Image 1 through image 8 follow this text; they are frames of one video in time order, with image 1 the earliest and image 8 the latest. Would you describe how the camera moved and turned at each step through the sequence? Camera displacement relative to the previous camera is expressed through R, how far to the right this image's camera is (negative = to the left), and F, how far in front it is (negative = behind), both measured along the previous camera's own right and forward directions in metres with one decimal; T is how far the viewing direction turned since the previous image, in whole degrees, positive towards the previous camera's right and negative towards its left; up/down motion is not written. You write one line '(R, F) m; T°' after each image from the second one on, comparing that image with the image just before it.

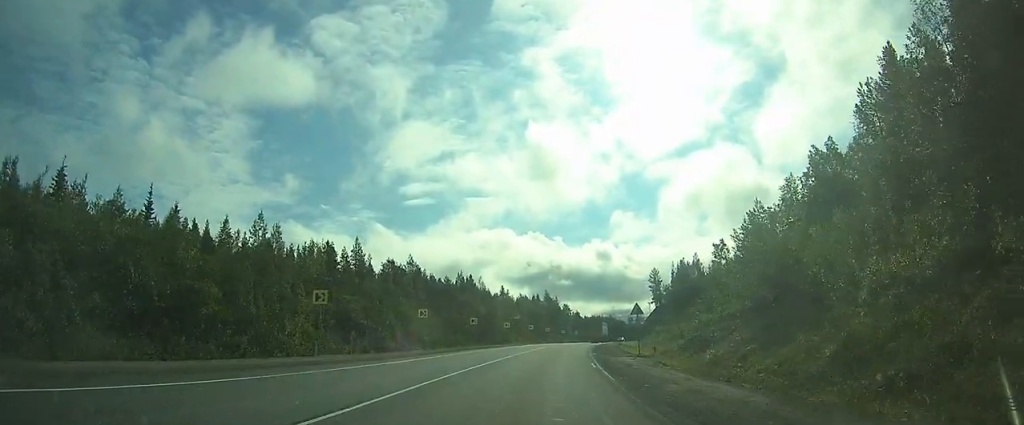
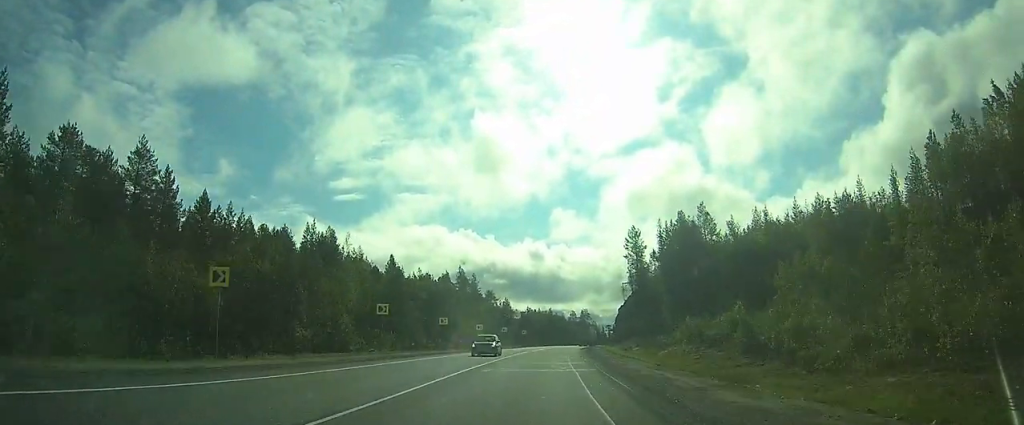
(+3.5, +69.5) m; +11°
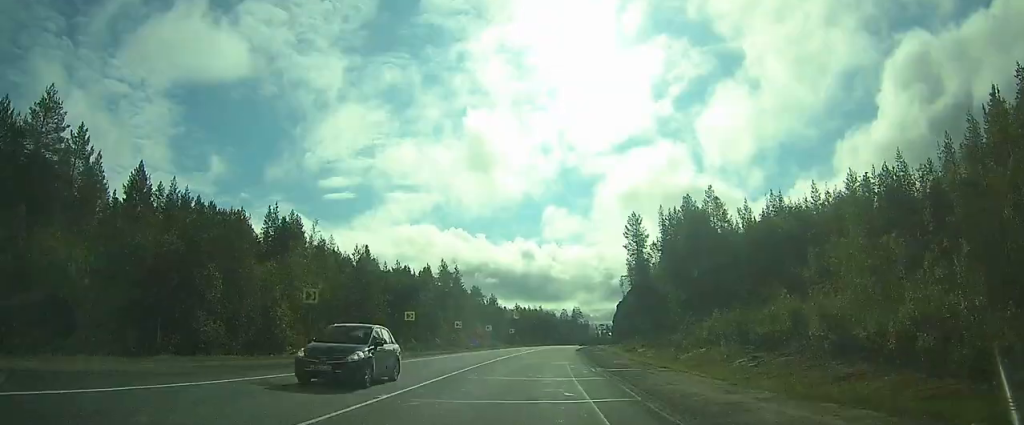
(+0.7, +13.8) m; +3°
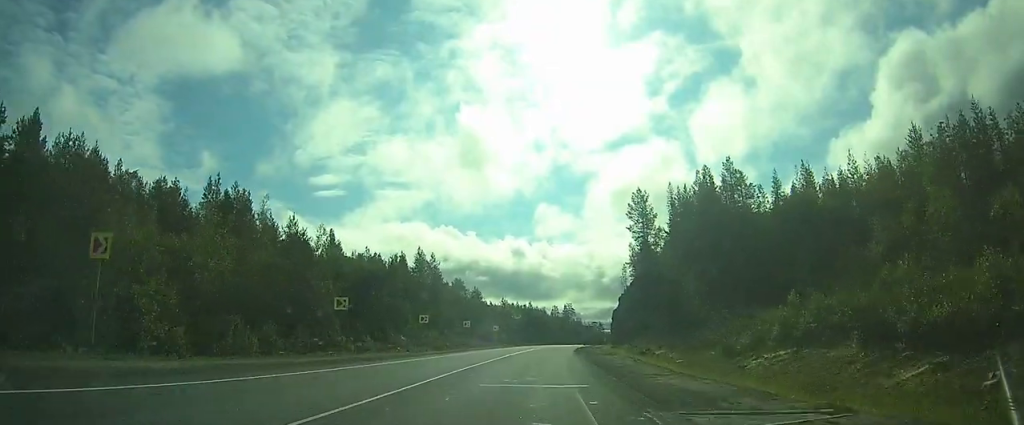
(+0.1, +18.1) m; 0°
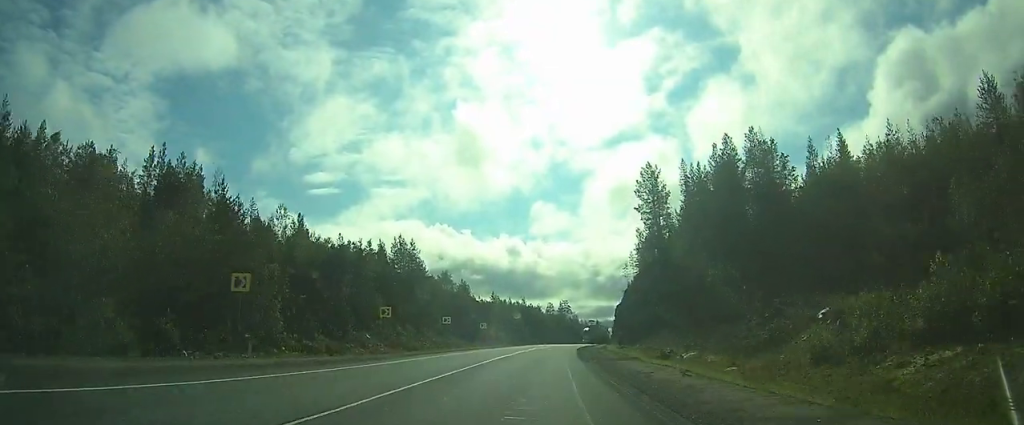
(0.0, +13.5) m; 0°
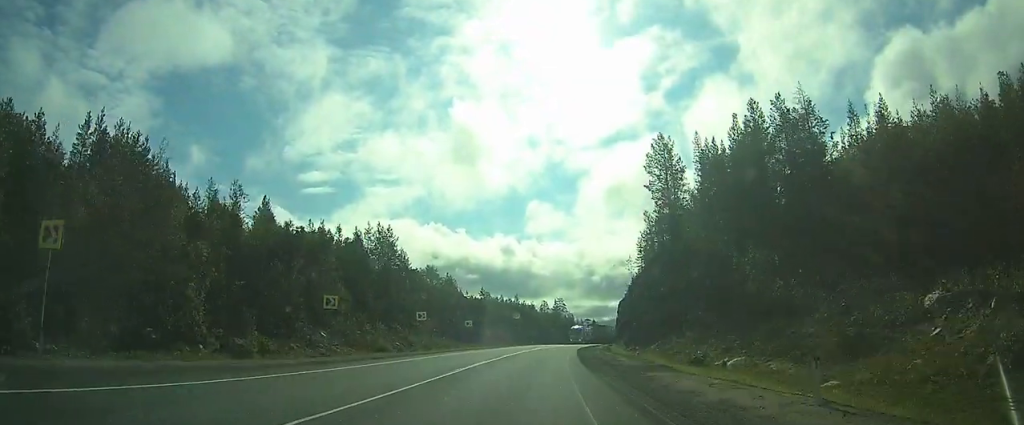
(0.0, +11.3) m; 0°
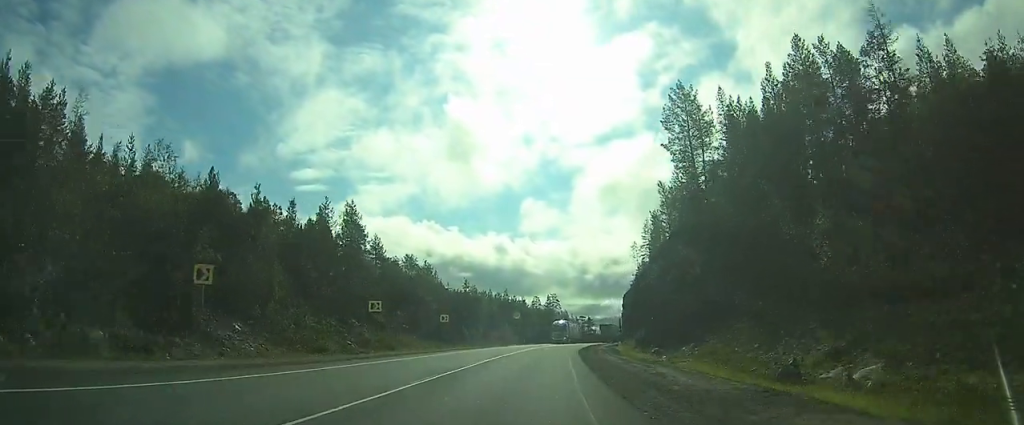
(+0.1, +12.1) m; +2°
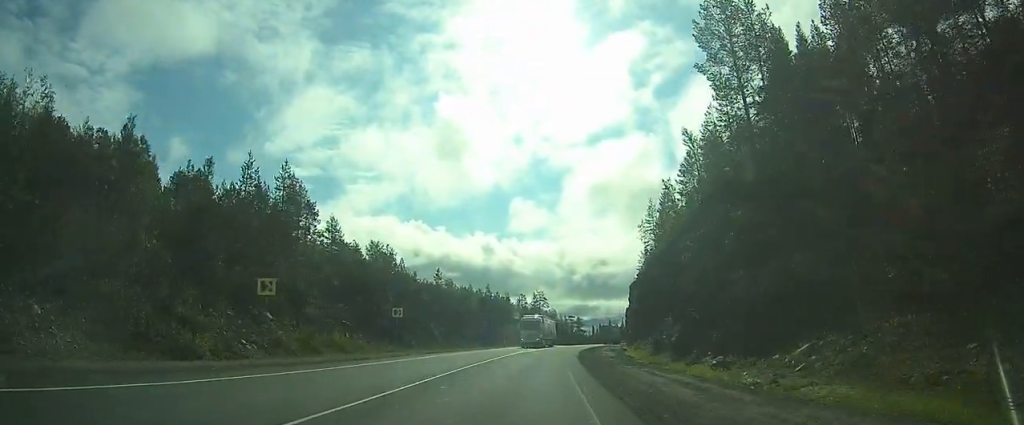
(-0.1, +12.7) m; +5°
